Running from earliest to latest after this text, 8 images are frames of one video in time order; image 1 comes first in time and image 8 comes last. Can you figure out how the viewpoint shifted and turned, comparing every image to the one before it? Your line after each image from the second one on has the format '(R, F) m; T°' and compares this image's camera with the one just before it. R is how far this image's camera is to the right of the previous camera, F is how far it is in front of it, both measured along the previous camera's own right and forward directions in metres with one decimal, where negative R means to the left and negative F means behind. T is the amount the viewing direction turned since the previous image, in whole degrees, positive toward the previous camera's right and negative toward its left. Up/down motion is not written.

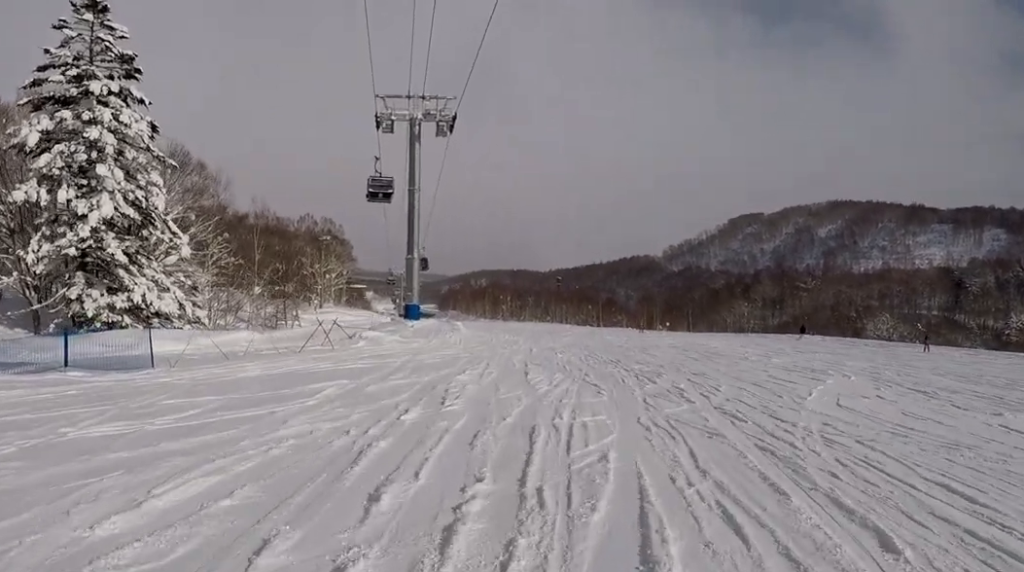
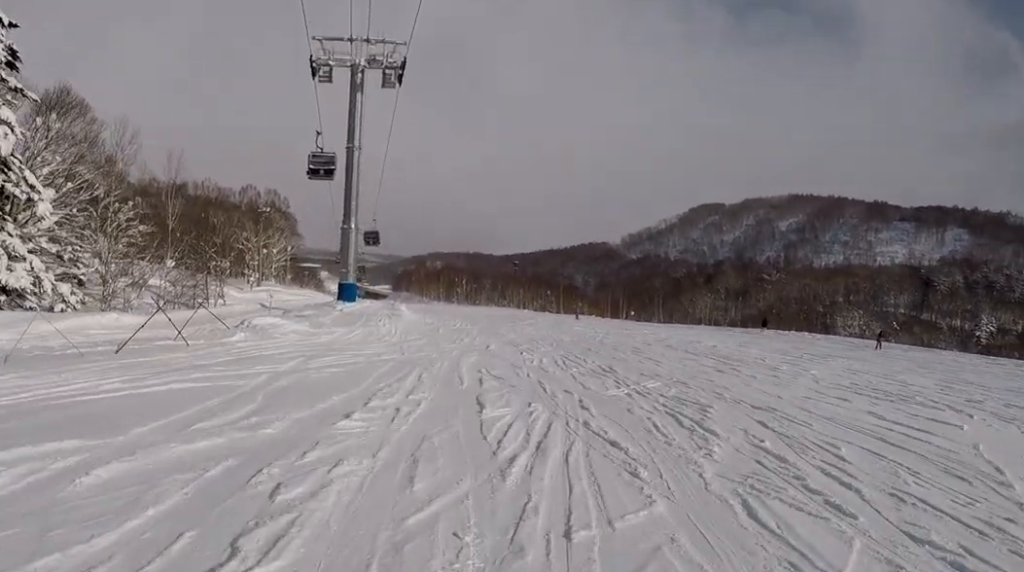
(0.0, +8.9) m; 0°
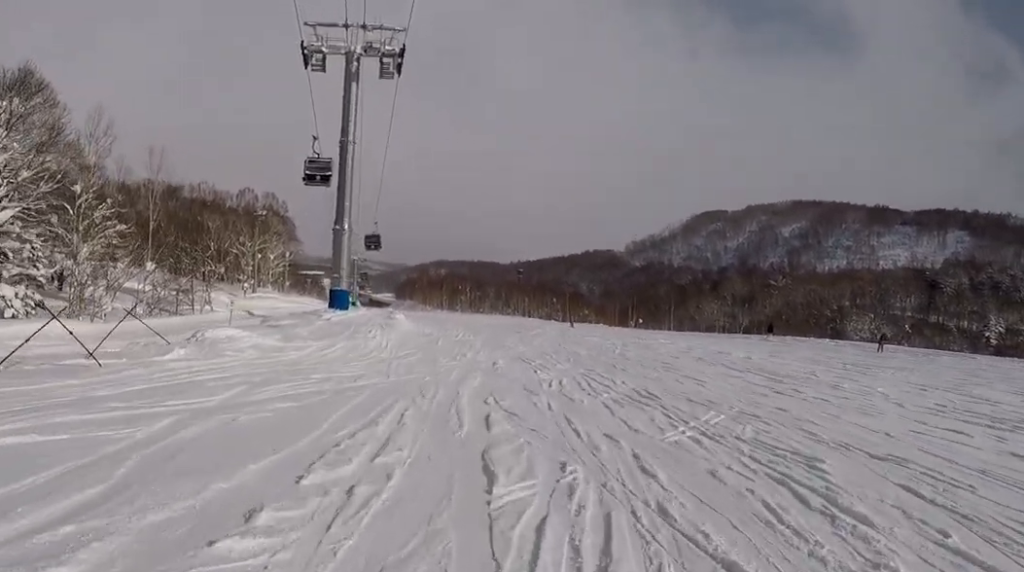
(0.0, +4.3) m; 0°
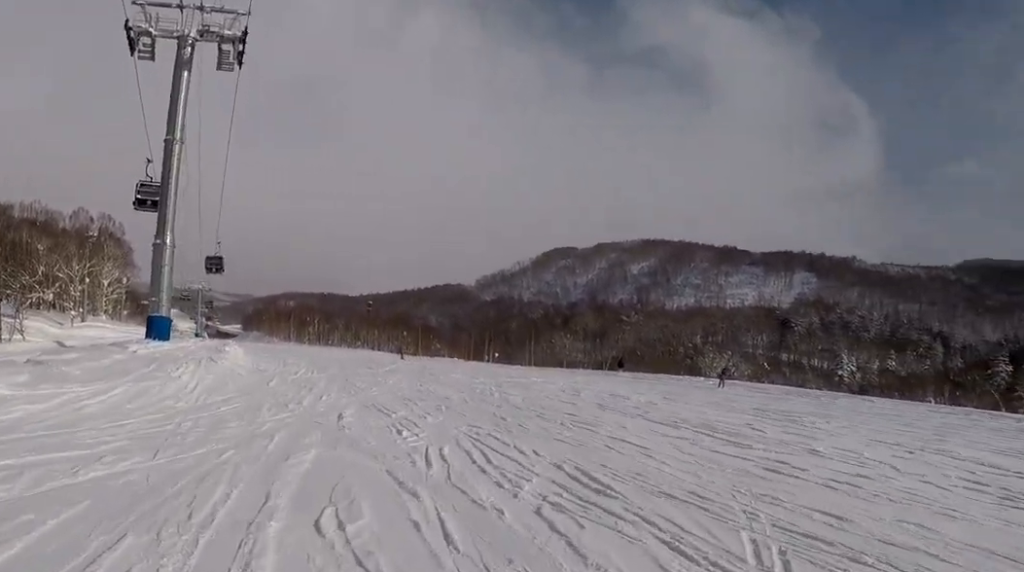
(0.0, +6.7) m; 0°
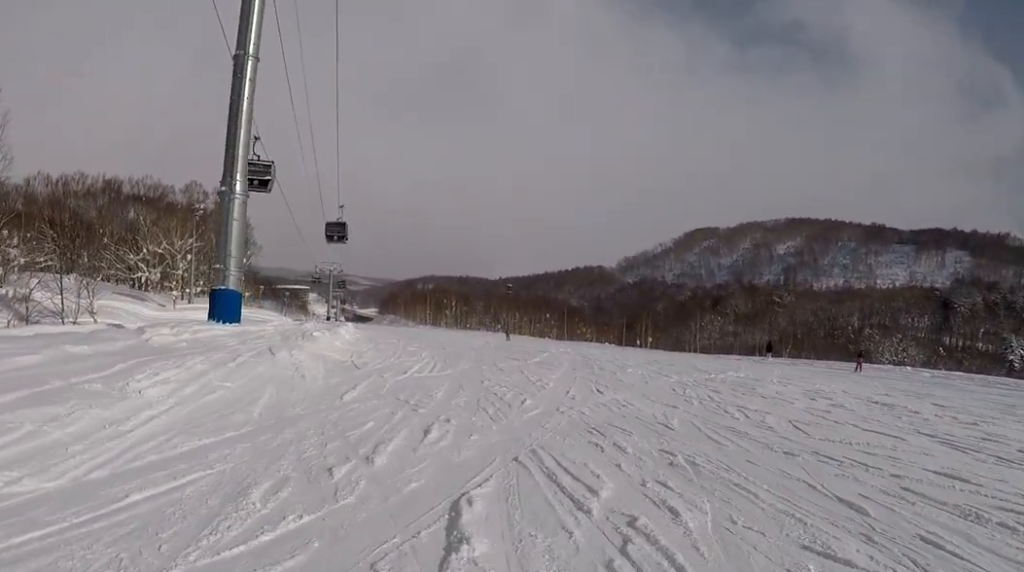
(0.0, +10.2) m; -3°
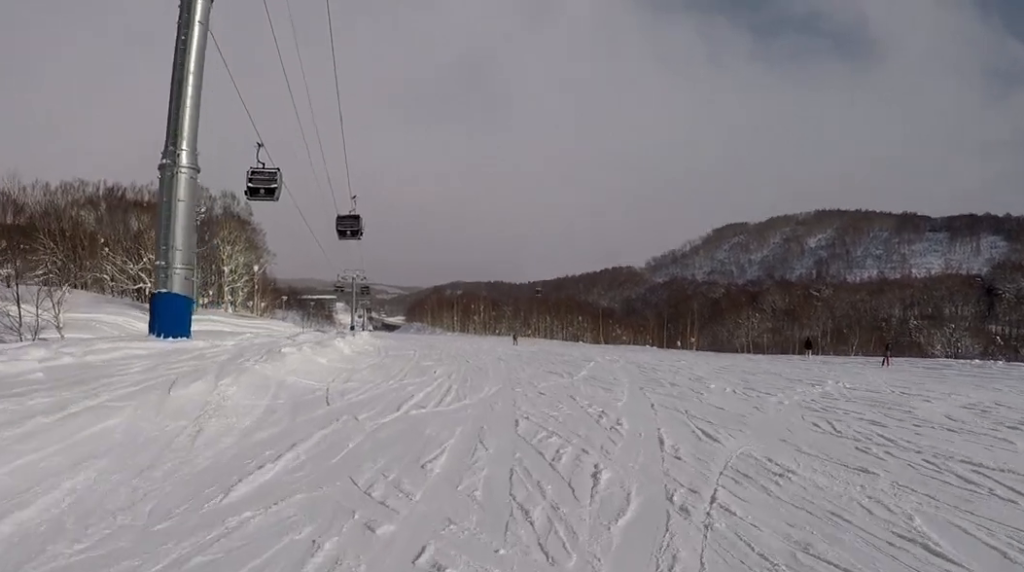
(-0.2, +6.8) m; -10°
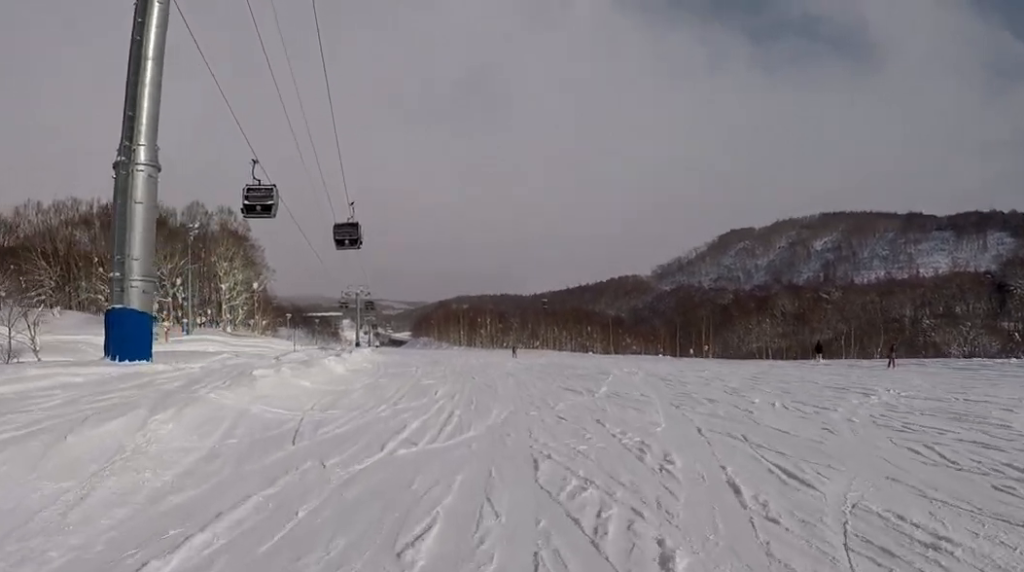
(-0.6, +2.8) m; 0°
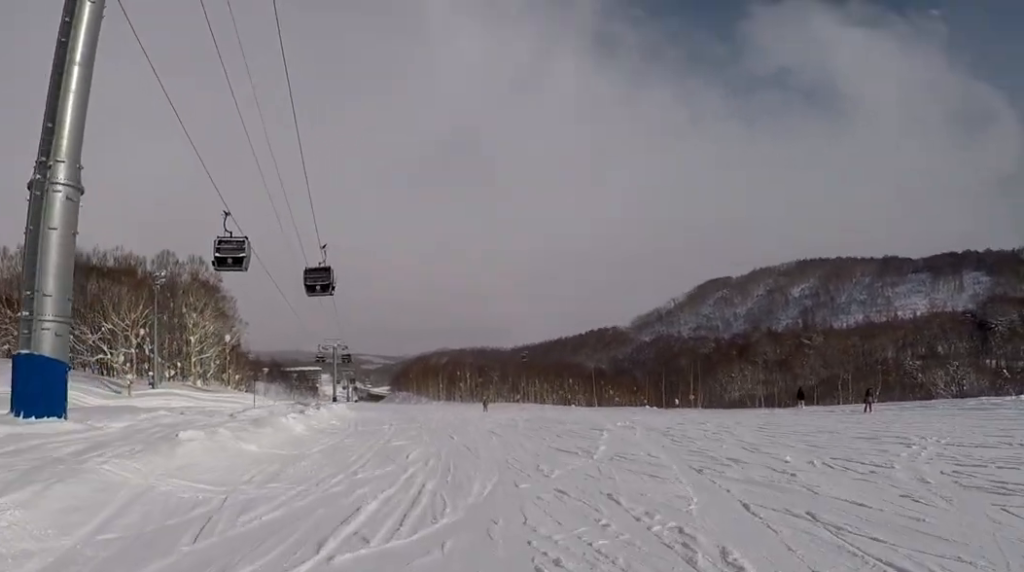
(-0.6, +2.9) m; 0°
